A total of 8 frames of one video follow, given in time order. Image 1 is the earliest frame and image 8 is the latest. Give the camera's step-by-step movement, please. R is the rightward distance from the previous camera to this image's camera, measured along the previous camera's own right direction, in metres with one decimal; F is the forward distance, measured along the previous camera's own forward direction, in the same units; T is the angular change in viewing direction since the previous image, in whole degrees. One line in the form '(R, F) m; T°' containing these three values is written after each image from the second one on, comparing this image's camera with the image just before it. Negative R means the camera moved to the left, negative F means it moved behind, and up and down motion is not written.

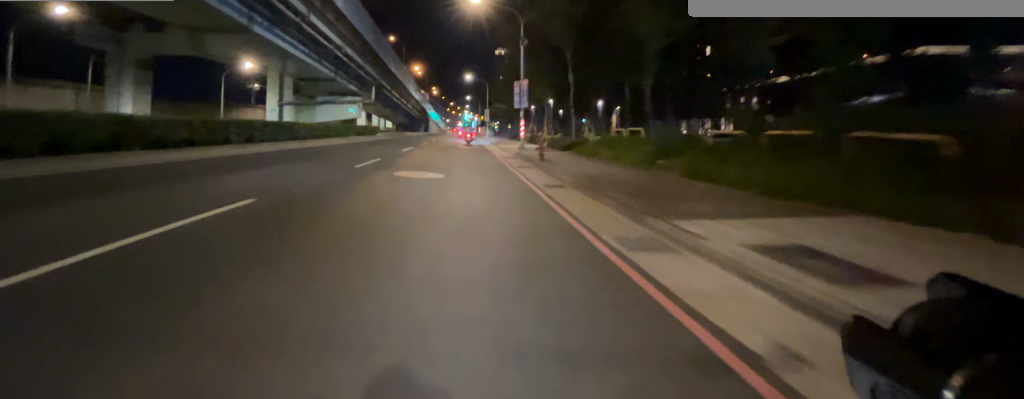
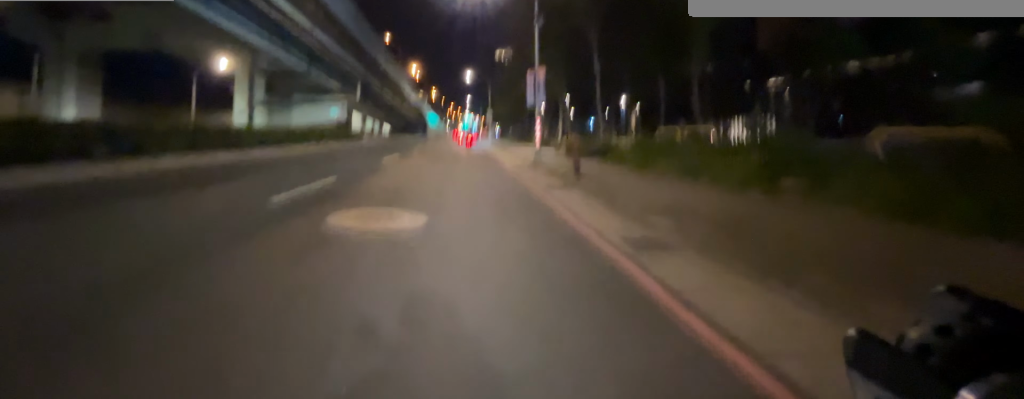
(-0.1, +5.6) m; 0°
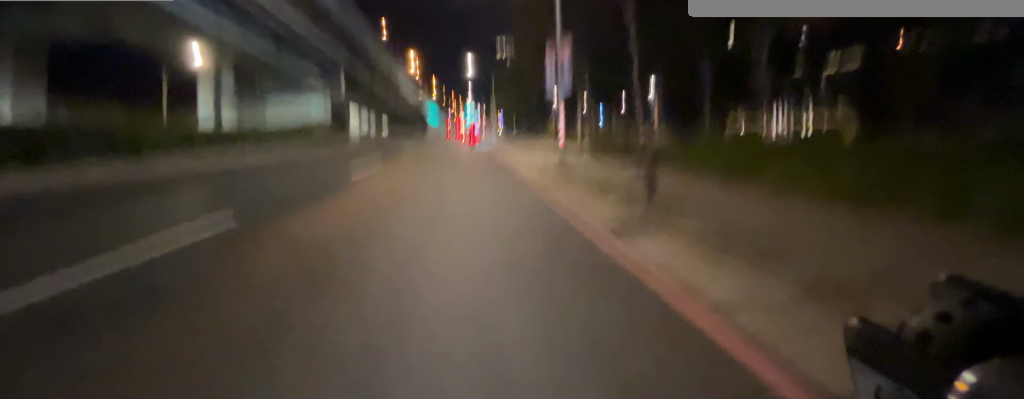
(+0.1, +4.7) m; +1°
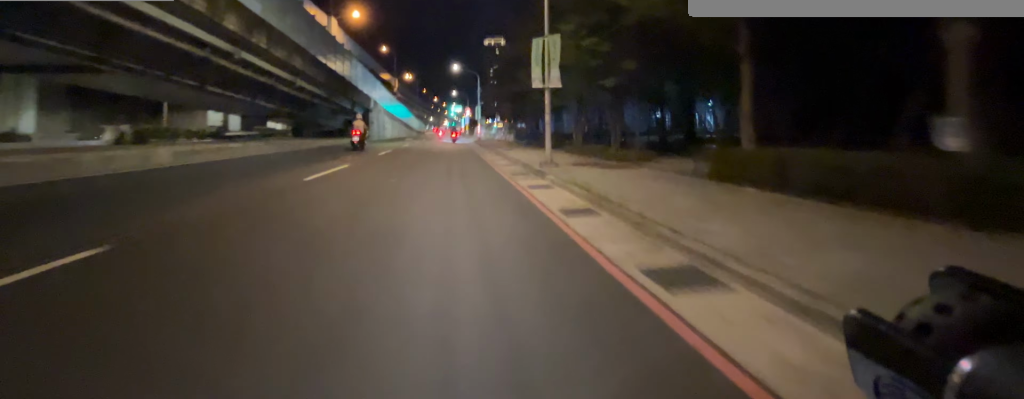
(+1.3, +35.0) m; +2°
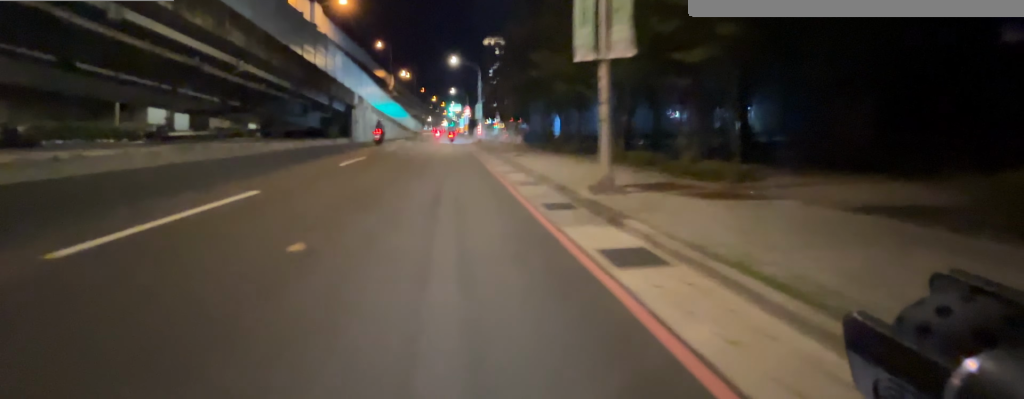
(0.0, +5.3) m; -1°
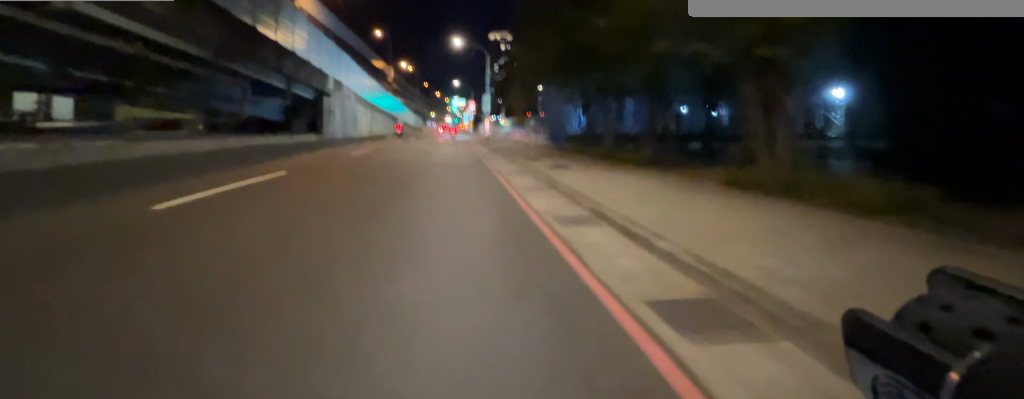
(-0.1, +8.2) m; -1°
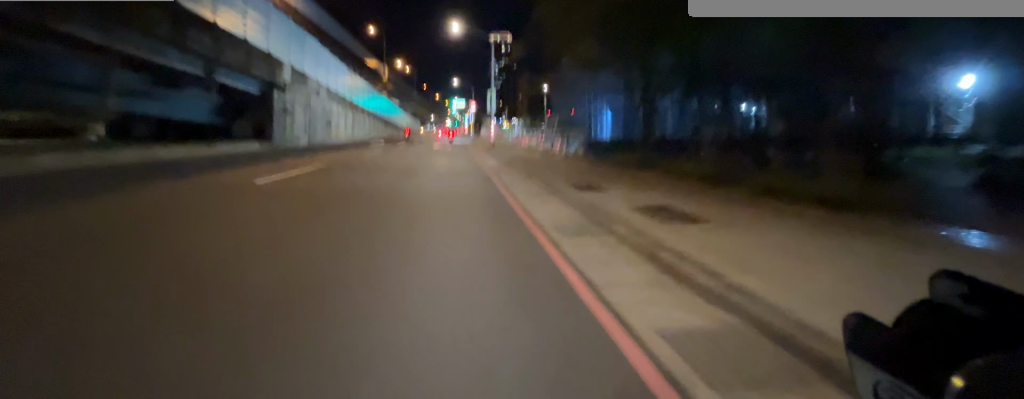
(0.0, +7.4) m; -1°
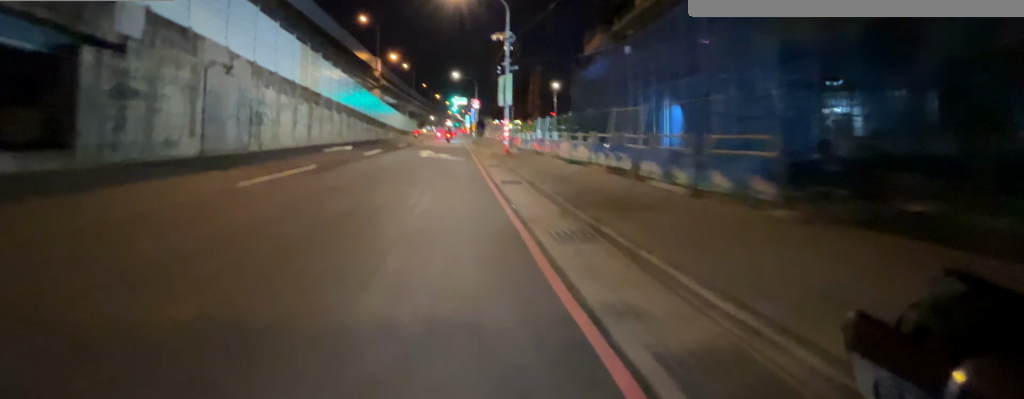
(-0.2, +10.5) m; 0°
